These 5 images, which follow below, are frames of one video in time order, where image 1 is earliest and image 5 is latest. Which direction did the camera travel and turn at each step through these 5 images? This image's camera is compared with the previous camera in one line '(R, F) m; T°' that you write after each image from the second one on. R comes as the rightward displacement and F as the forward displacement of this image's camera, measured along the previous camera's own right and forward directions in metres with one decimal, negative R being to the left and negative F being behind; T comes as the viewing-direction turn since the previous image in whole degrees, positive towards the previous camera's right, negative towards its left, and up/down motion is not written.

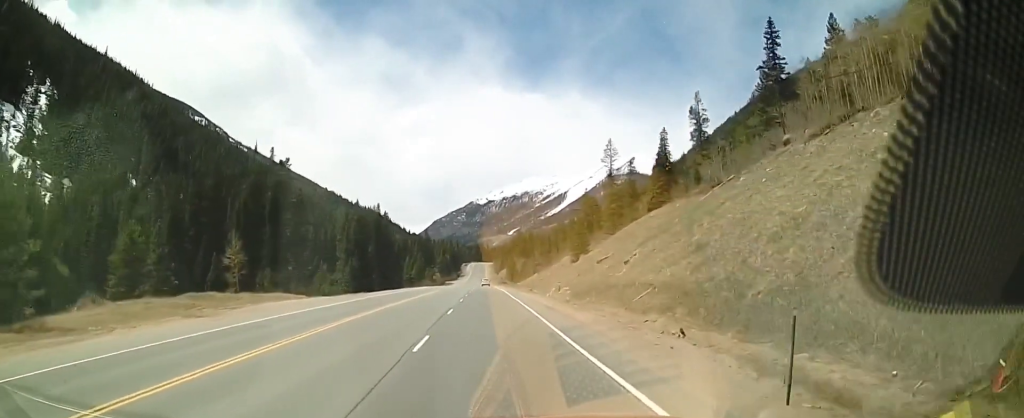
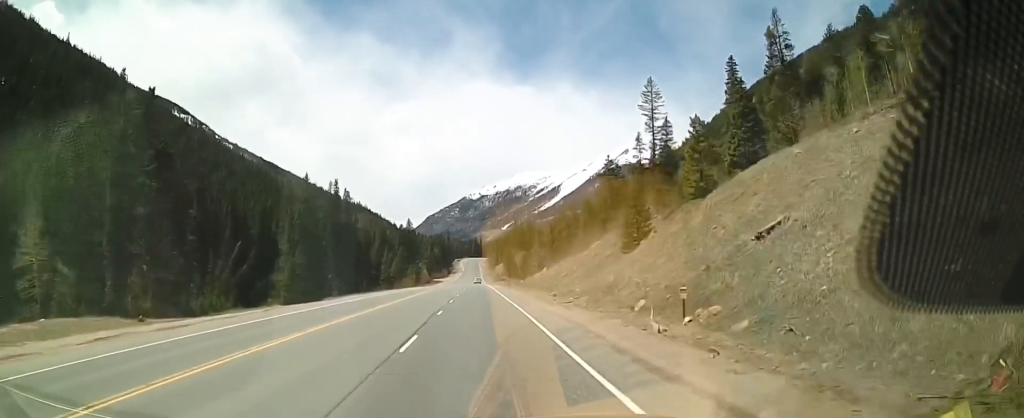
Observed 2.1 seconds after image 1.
(+1.0, +37.0) m; +2°
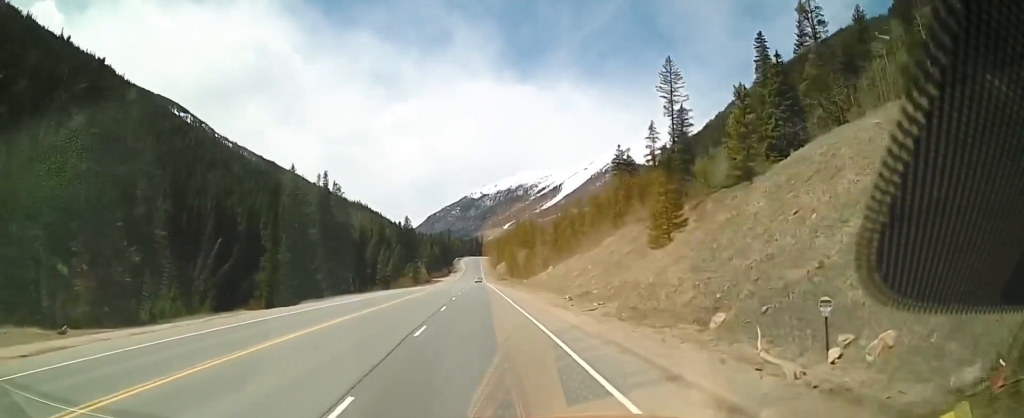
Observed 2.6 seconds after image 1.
(0.0, +8.9) m; 0°
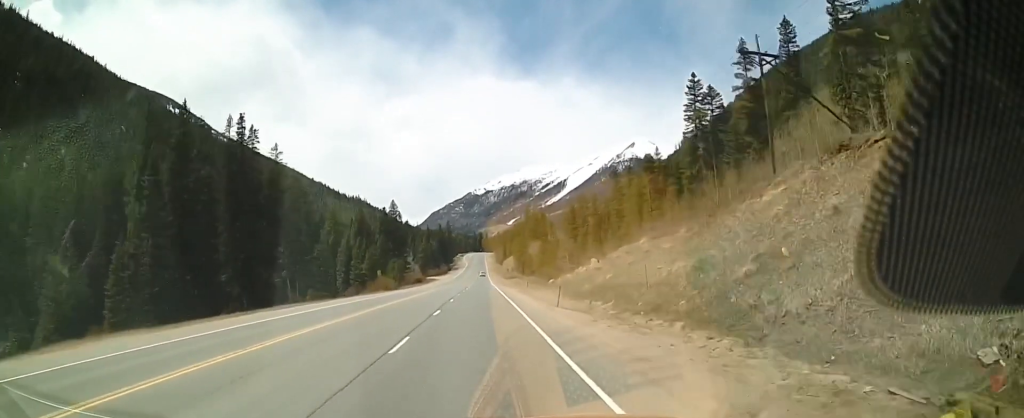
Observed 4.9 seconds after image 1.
(-0.1, +40.5) m; -2°
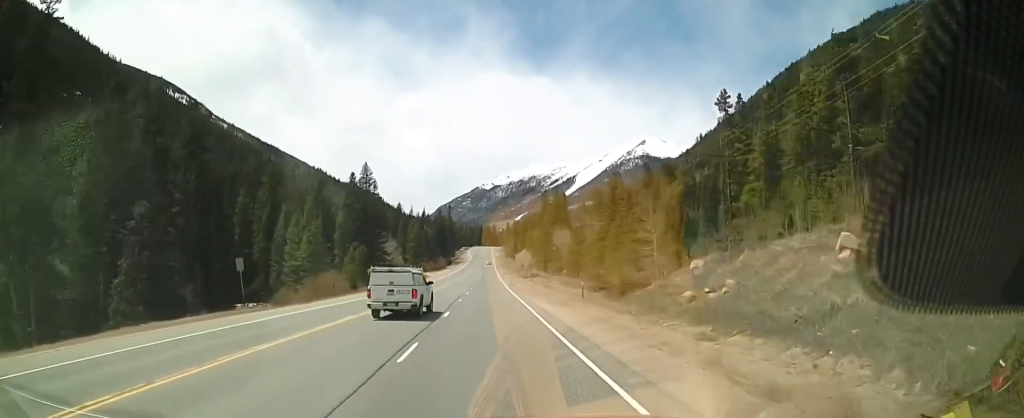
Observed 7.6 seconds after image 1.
(-0.1, +51.3) m; +2°
